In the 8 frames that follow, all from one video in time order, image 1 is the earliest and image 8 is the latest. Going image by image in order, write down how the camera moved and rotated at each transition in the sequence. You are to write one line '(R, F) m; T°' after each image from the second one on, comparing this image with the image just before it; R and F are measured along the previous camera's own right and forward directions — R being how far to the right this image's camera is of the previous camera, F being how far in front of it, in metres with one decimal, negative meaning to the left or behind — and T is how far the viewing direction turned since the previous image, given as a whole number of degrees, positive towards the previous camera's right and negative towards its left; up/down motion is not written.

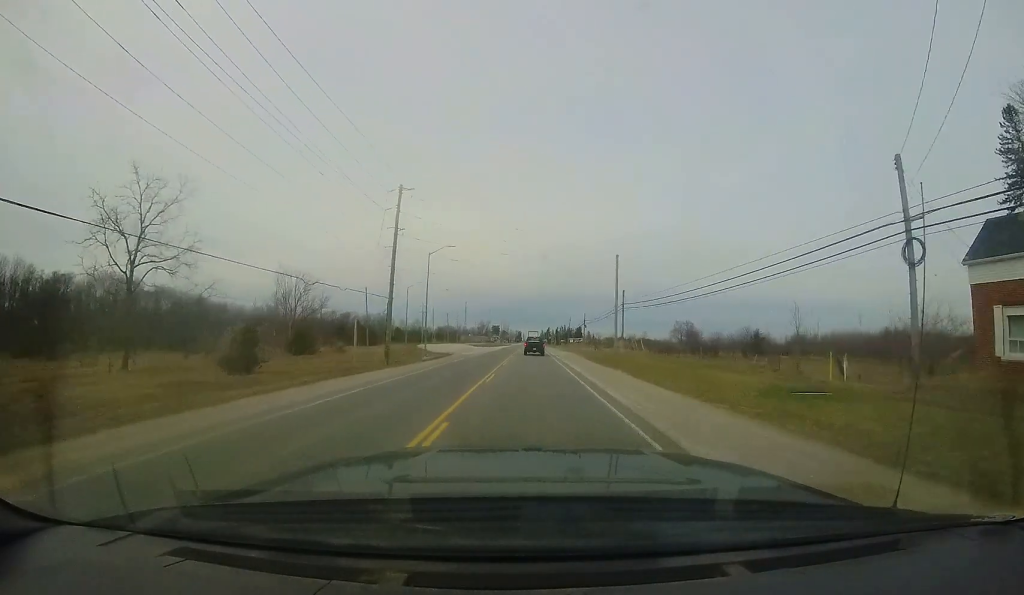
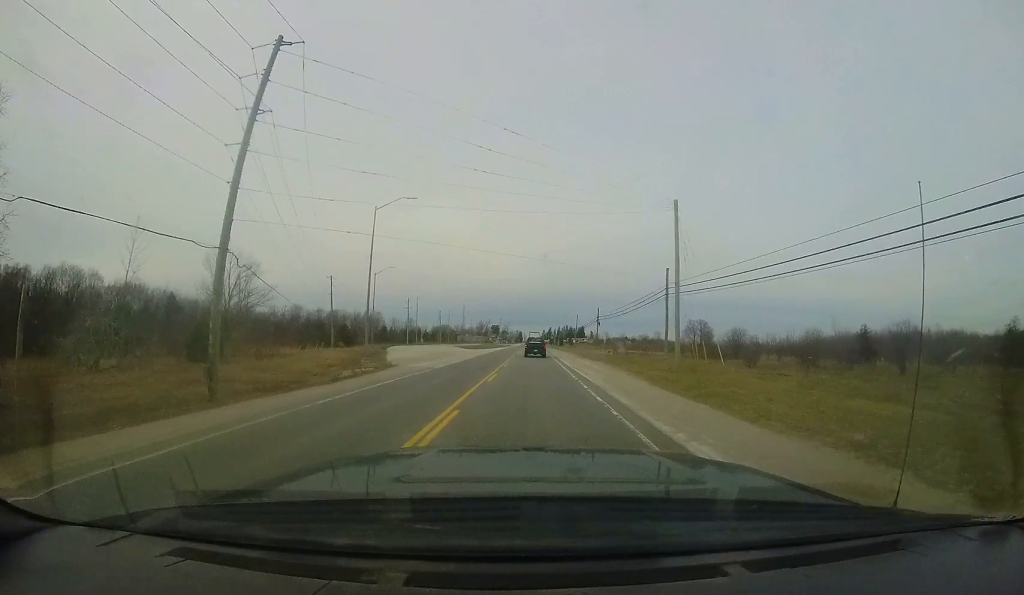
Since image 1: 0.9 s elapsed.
(+0.3, +16.9) m; +1°
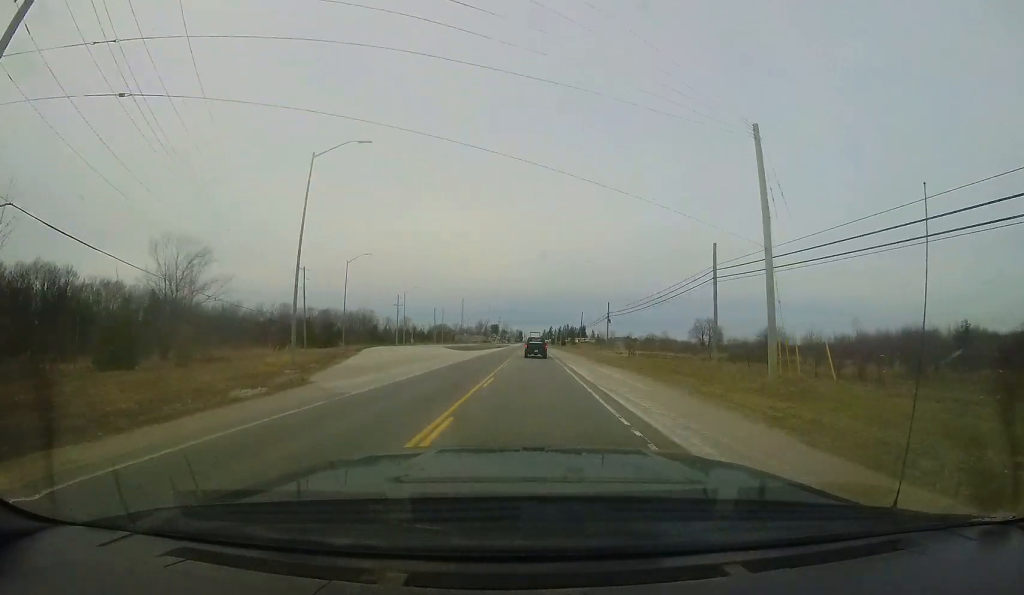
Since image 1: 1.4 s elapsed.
(+0.2, +9.7) m; 0°
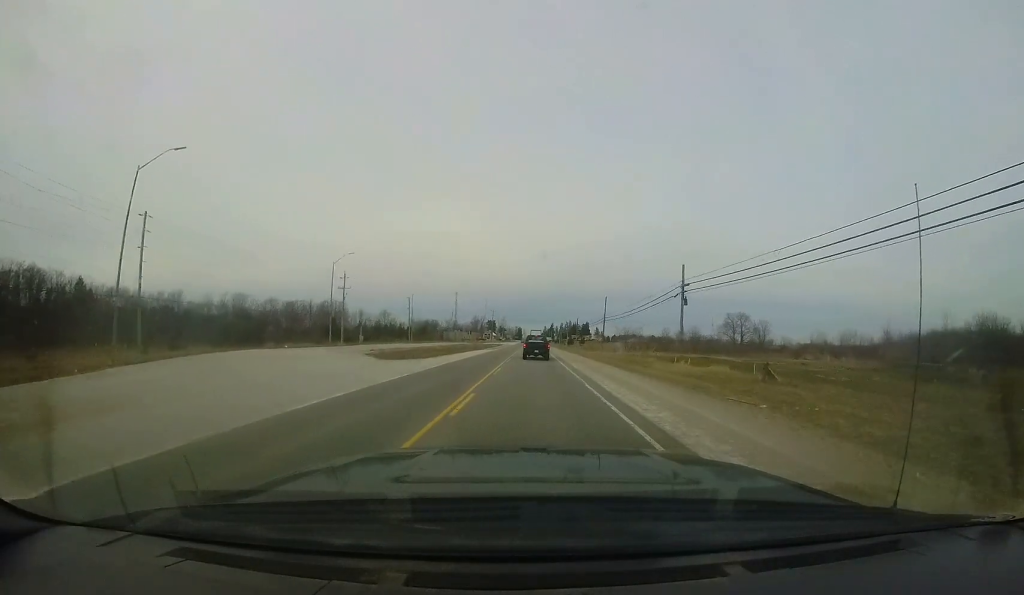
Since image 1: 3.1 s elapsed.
(-0.4, +31.6) m; -1°
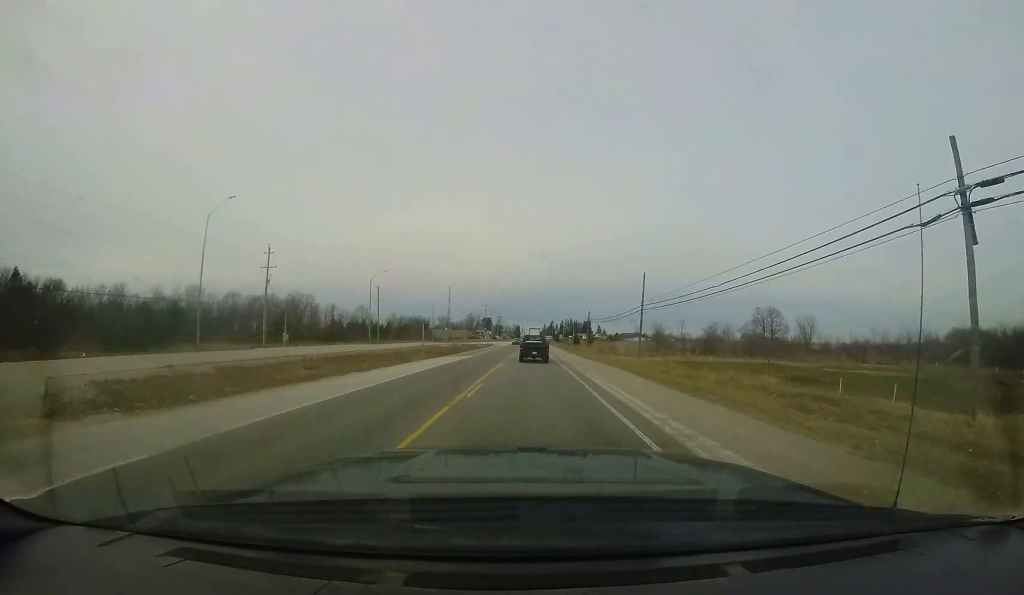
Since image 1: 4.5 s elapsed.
(-0.3, +24.0) m; 0°
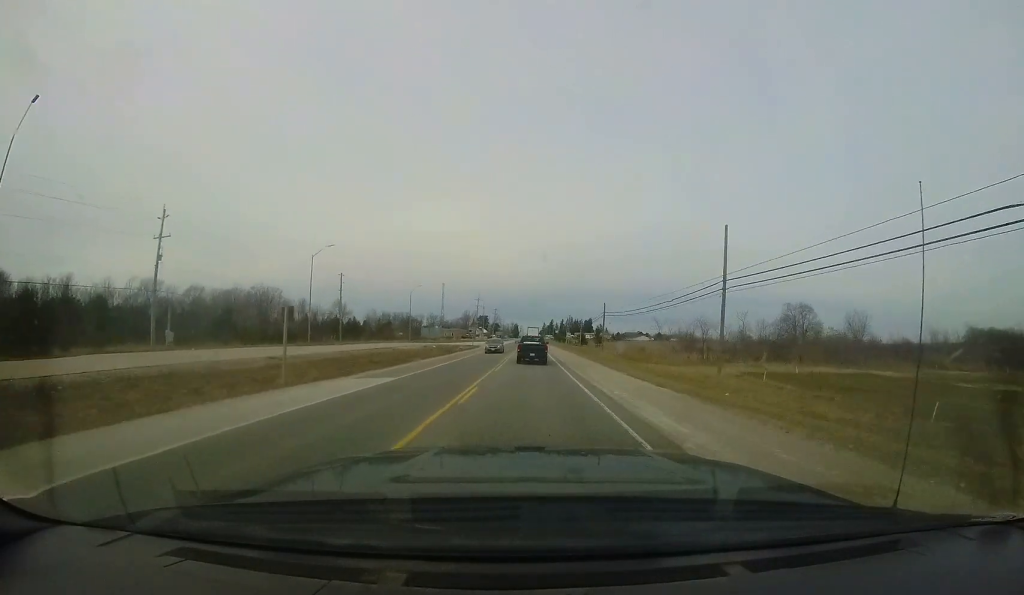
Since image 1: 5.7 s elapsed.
(+0.3, +19.6) m; 0°
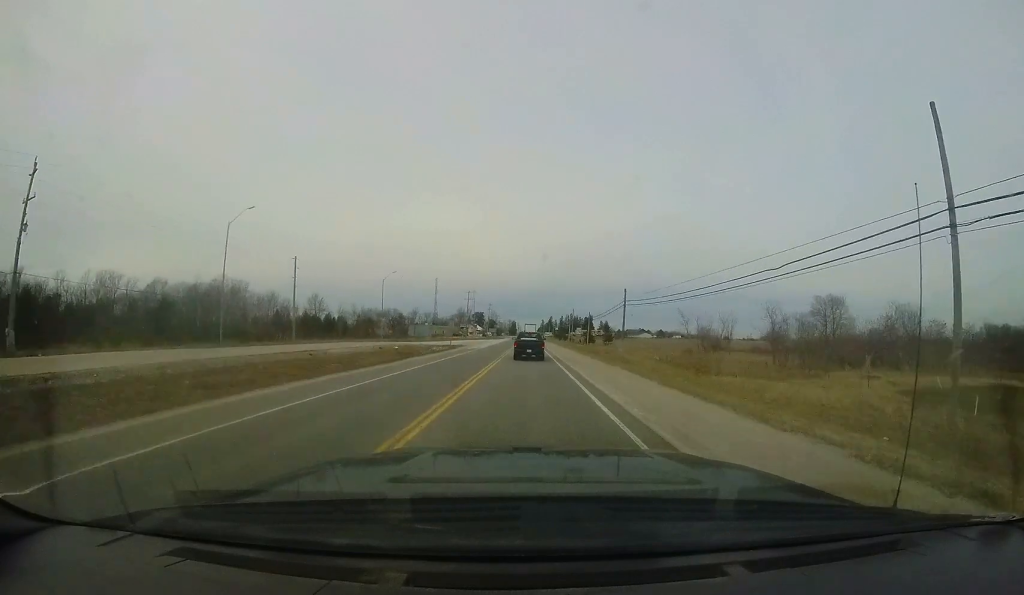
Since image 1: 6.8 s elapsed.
(-0.1, +15.5) m; 0°
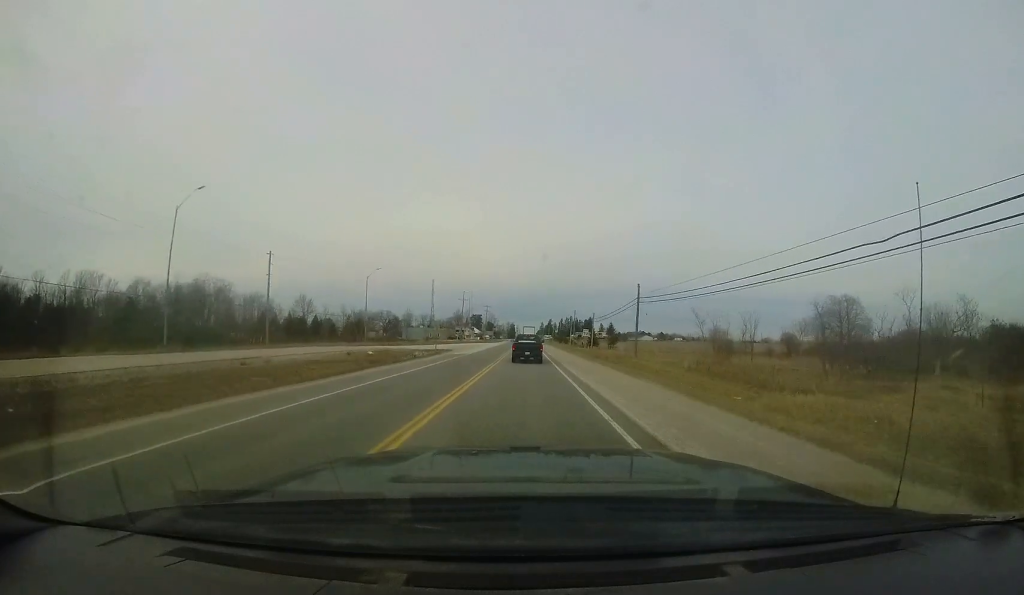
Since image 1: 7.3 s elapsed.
(-0.1, +6.6) m; +1°
